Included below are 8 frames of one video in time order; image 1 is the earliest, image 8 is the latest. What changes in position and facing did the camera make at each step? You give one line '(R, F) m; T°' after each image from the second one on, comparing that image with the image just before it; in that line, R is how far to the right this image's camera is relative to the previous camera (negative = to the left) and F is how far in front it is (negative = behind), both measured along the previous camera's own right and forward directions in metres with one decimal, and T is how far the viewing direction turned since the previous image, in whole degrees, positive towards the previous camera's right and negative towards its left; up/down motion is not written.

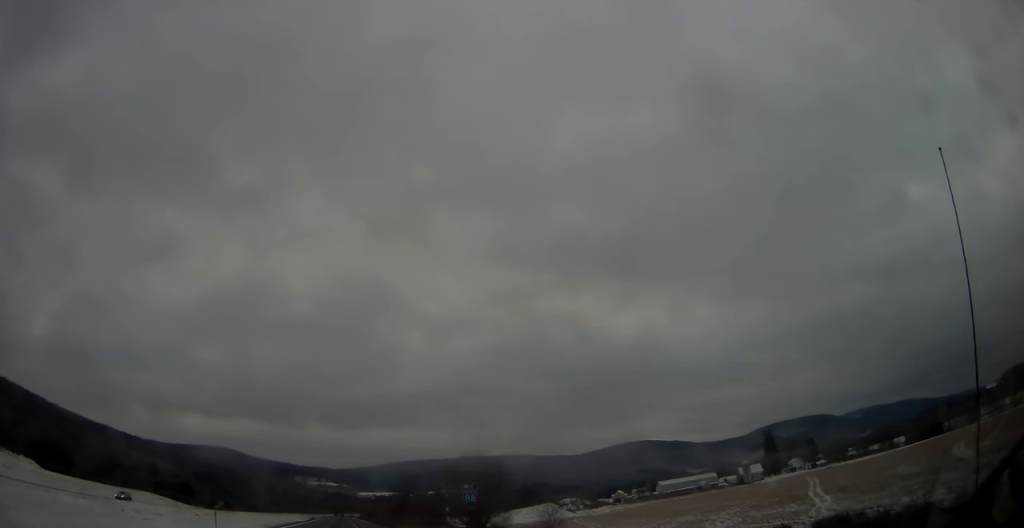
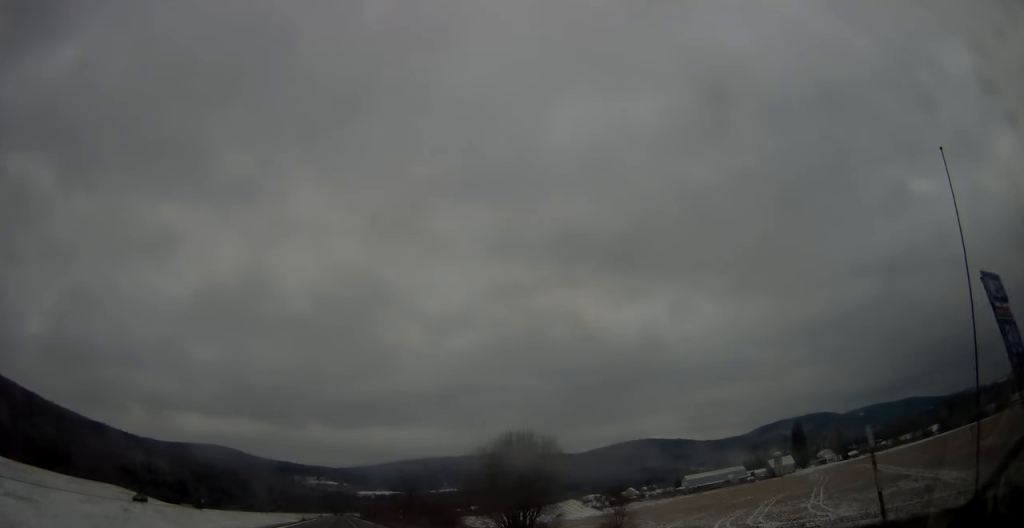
(-0.1, +29.8) m; 0°
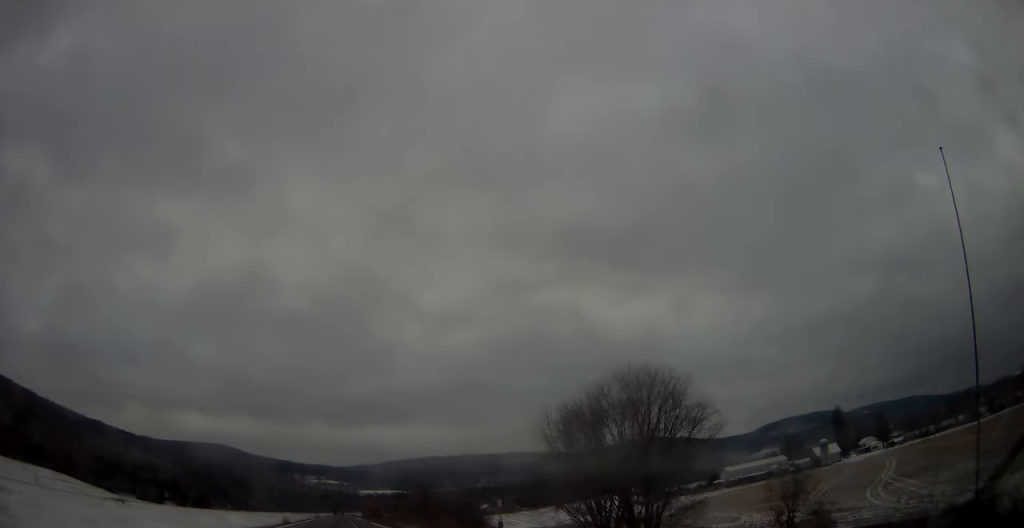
(+0.2, +37.8) m; 0°
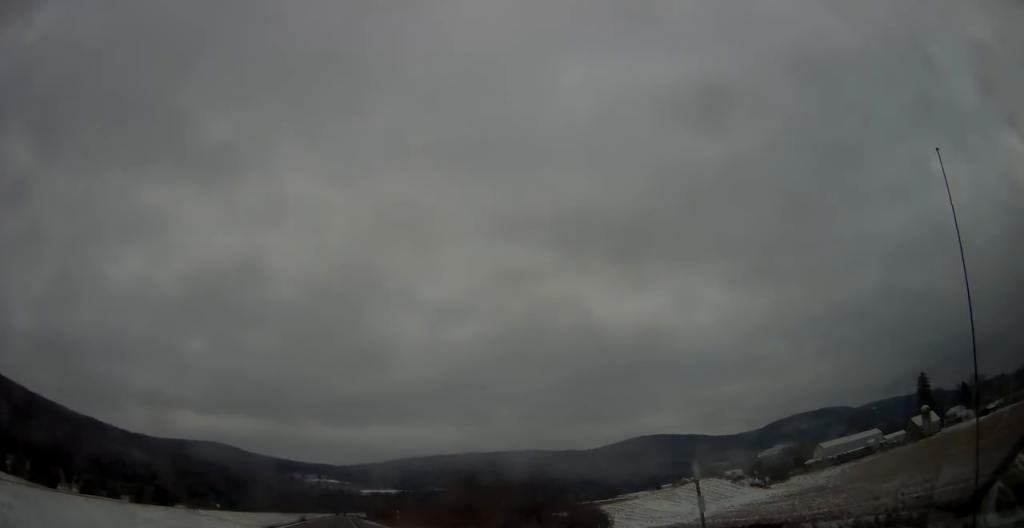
(-0.6, +70.3) m; -1°
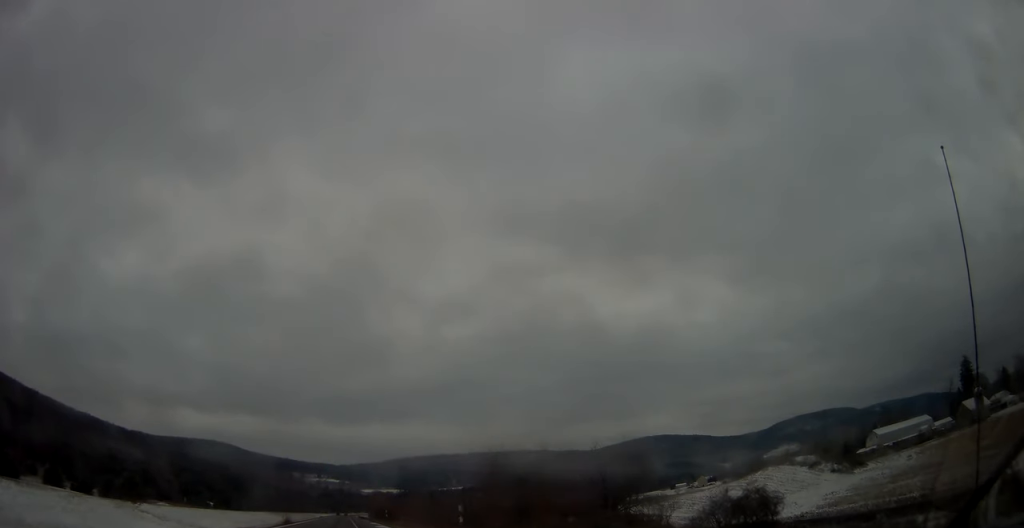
(+0.2, +32.3) m; +1°
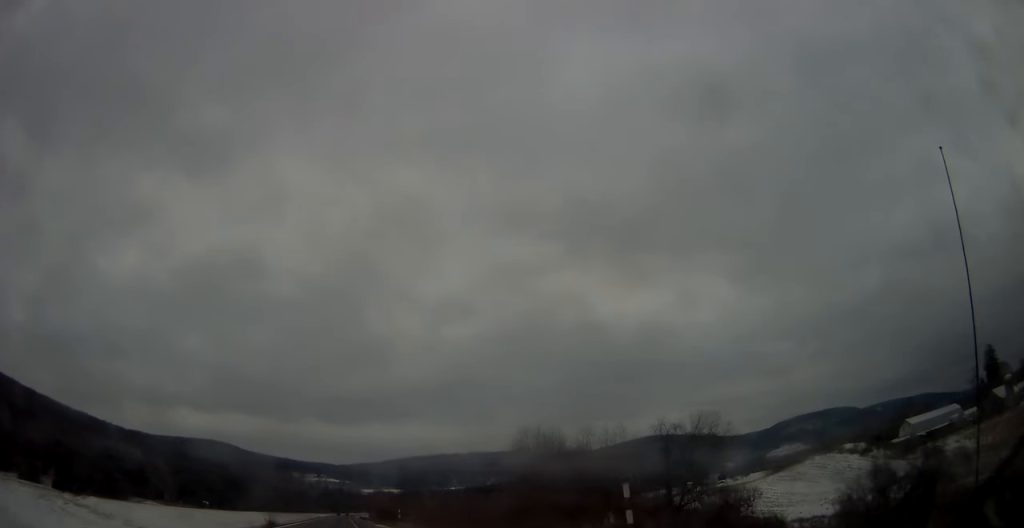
(+0.1, +18.2) m; 0°
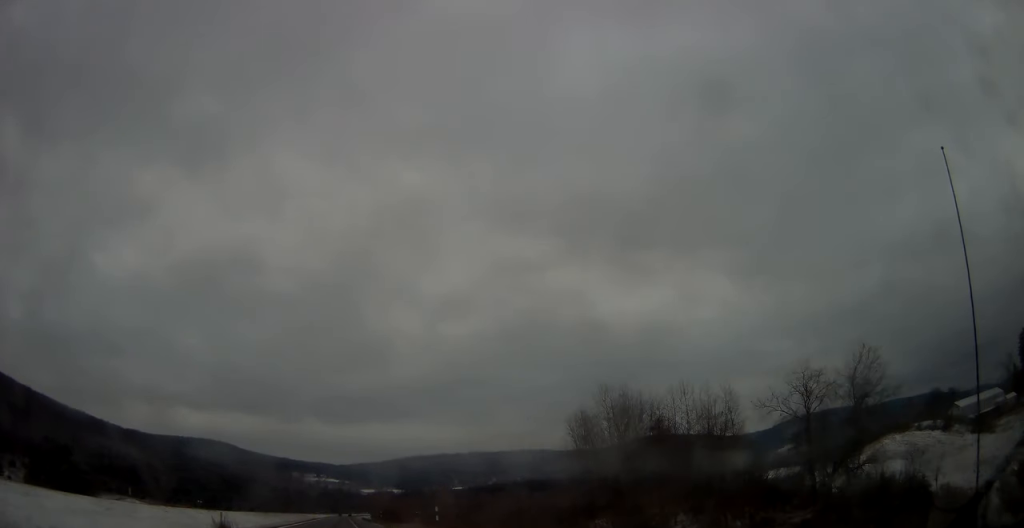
(-0.1, +25.3) m; 0°
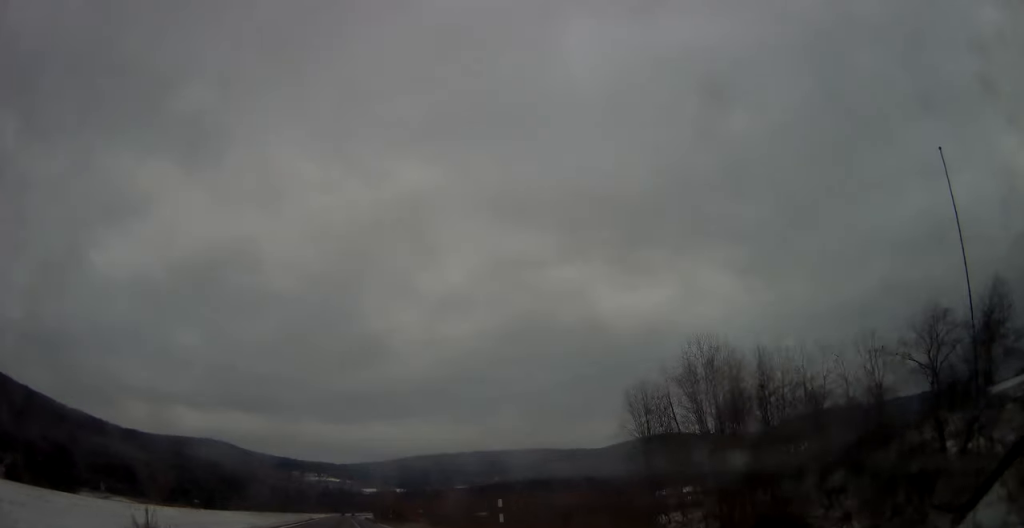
(-0.2, +15.2) m; 0°
